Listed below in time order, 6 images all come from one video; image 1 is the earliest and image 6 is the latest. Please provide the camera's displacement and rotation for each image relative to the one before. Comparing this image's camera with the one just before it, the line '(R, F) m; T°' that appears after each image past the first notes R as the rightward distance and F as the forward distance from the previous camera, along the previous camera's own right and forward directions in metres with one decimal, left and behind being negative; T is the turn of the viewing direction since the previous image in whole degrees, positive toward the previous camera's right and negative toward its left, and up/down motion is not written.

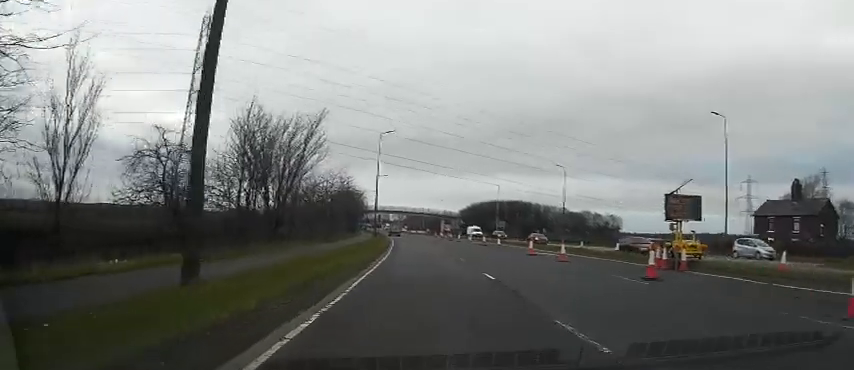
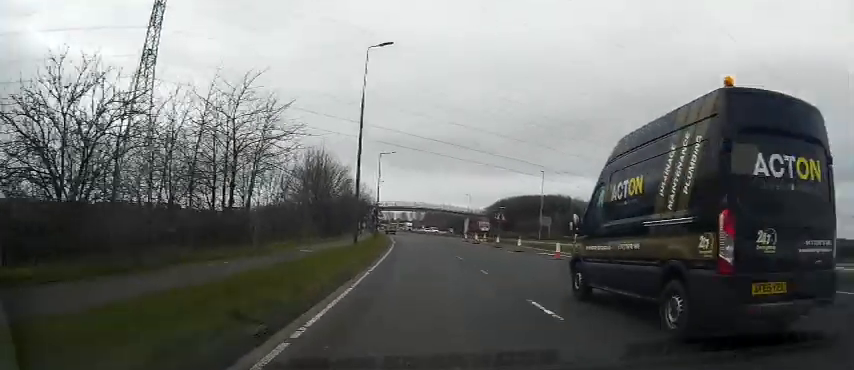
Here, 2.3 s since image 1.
(-0.7, +29.3) m; -2°
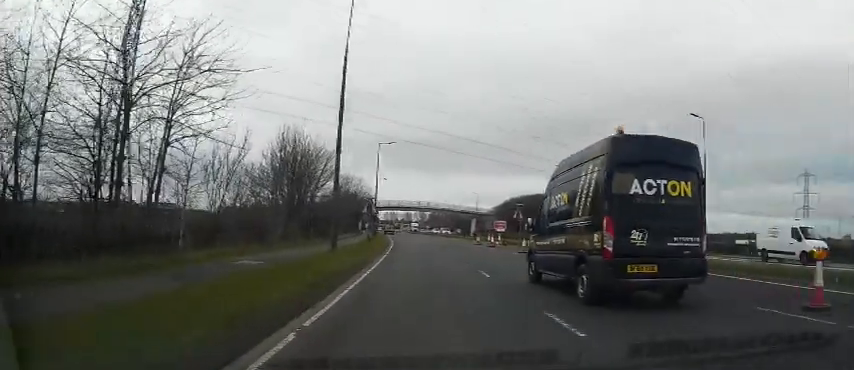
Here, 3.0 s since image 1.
(0.0, +8.6) m; -1°
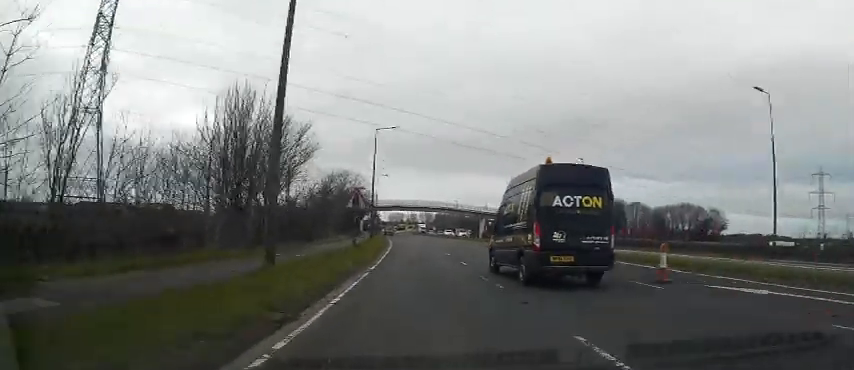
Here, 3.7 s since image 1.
(-0.3, +9.8) m; 0°
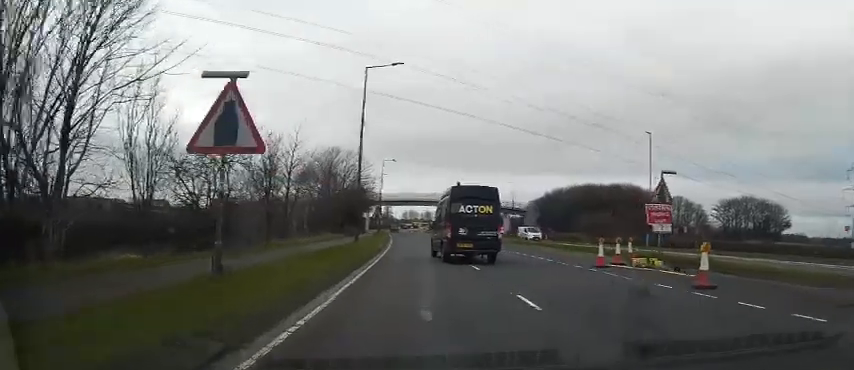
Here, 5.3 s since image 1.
(+0.2, +19.9) m; 0°
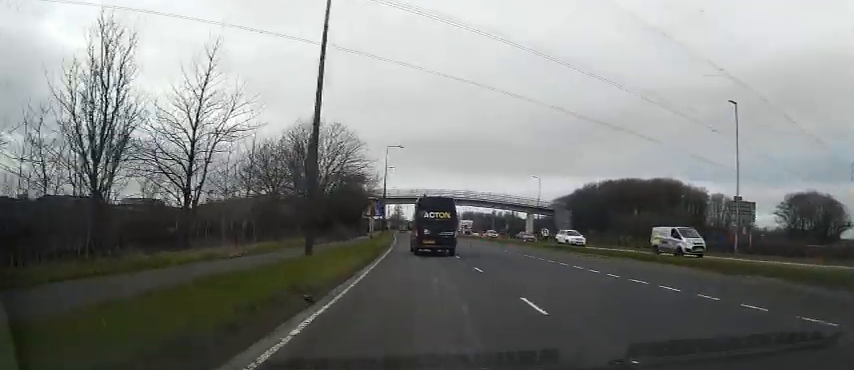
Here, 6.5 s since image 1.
(0.0, +15.9) m; -1°
